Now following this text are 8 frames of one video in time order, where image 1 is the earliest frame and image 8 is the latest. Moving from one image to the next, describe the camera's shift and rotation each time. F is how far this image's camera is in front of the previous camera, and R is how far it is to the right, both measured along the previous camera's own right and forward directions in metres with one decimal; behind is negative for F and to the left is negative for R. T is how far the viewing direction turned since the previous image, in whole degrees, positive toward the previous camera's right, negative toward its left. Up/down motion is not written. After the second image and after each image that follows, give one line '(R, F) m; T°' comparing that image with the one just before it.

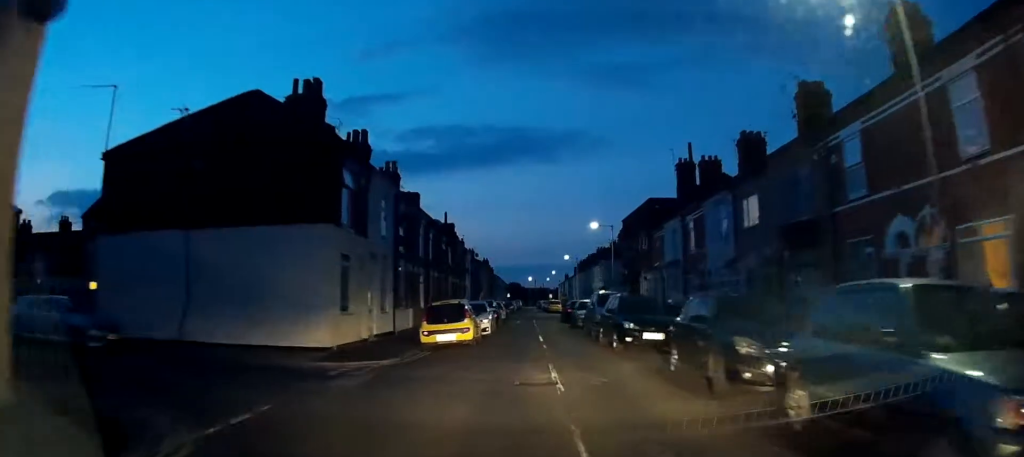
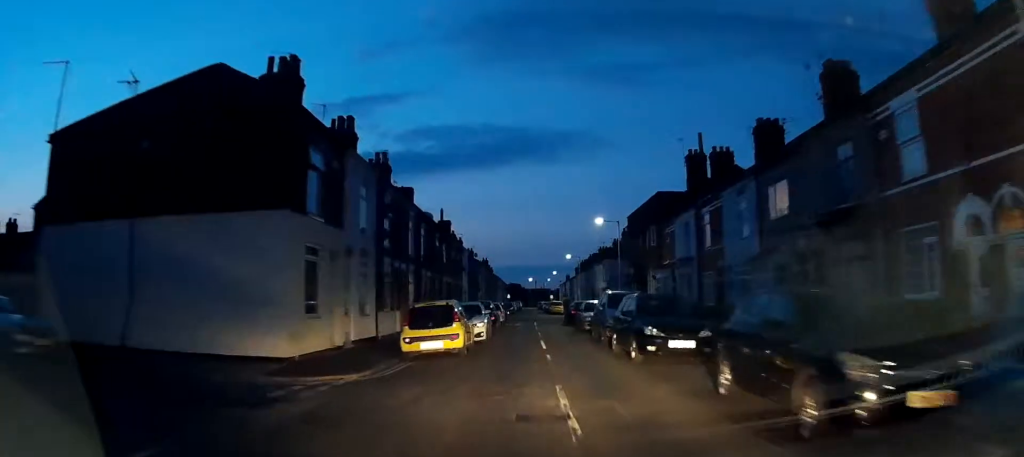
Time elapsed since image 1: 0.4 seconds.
(+0.1, +2.6) m; 0°
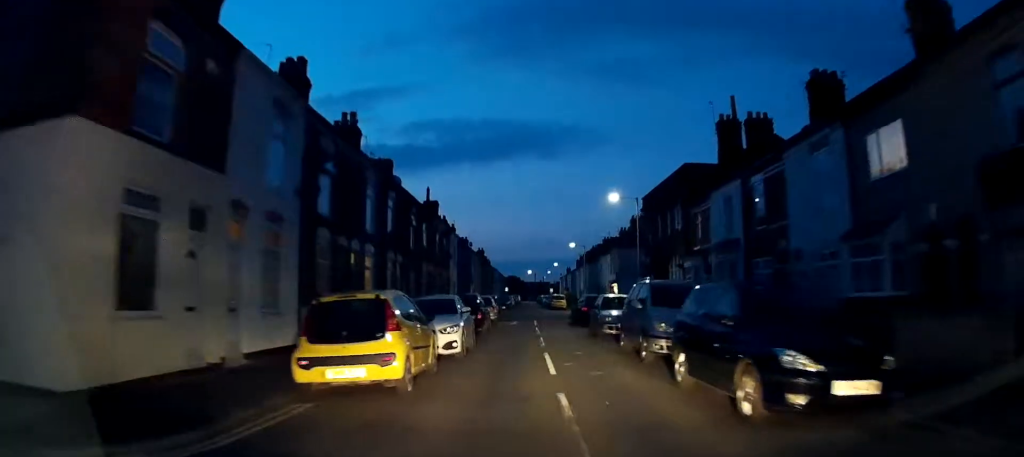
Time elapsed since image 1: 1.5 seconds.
(-0.2, +6.7) m; -4°
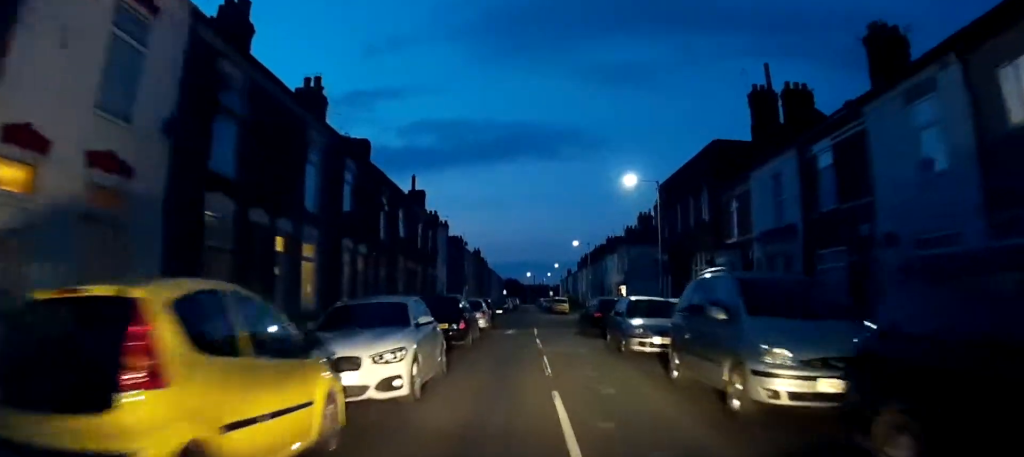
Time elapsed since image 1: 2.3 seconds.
(-0.2, +5.4) m; -2°
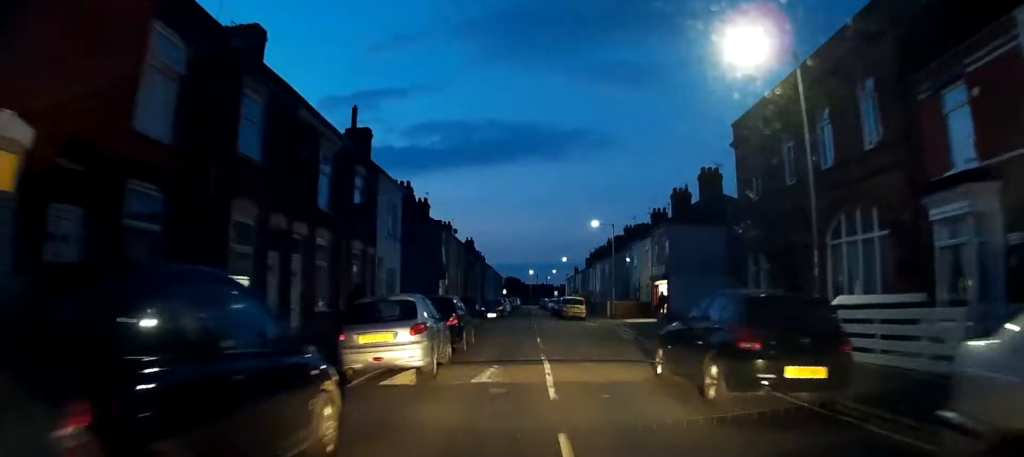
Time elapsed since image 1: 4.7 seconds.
(0.0, +14.2) m; +1°
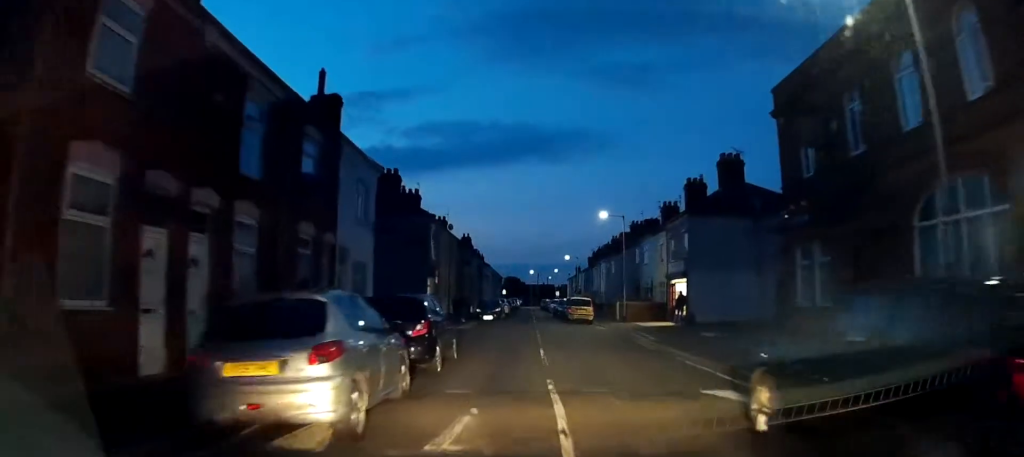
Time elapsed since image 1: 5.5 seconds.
(0.0, +3.9) m; +2°
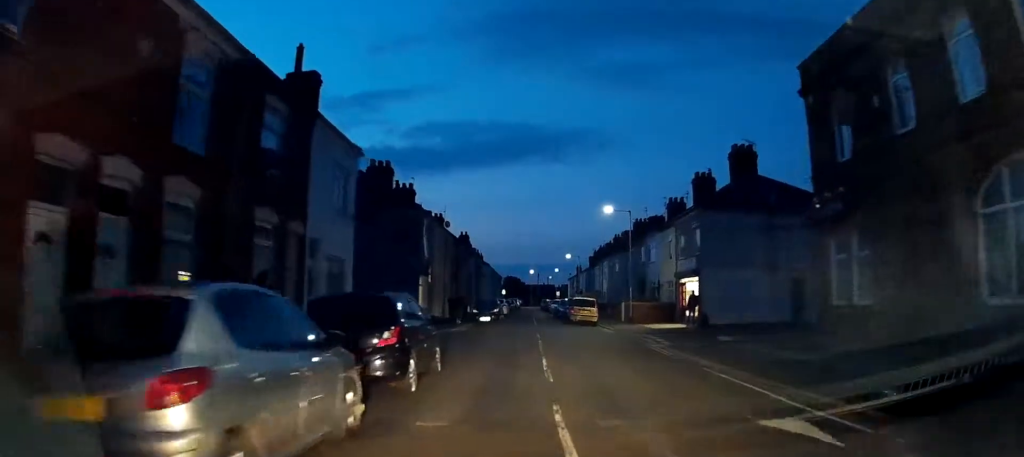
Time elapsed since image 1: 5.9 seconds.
(0.0, +2.0) m; +1°
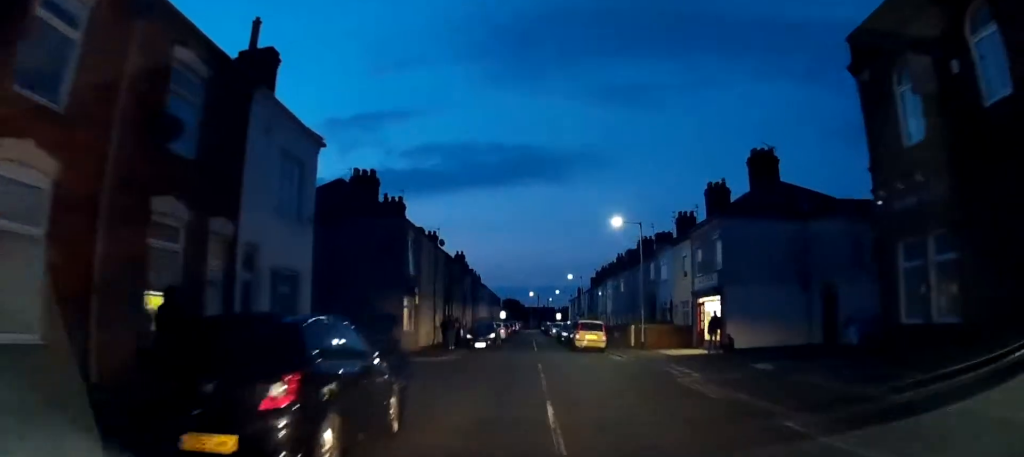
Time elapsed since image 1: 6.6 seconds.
(+0.1, +3.0) m; +1°
